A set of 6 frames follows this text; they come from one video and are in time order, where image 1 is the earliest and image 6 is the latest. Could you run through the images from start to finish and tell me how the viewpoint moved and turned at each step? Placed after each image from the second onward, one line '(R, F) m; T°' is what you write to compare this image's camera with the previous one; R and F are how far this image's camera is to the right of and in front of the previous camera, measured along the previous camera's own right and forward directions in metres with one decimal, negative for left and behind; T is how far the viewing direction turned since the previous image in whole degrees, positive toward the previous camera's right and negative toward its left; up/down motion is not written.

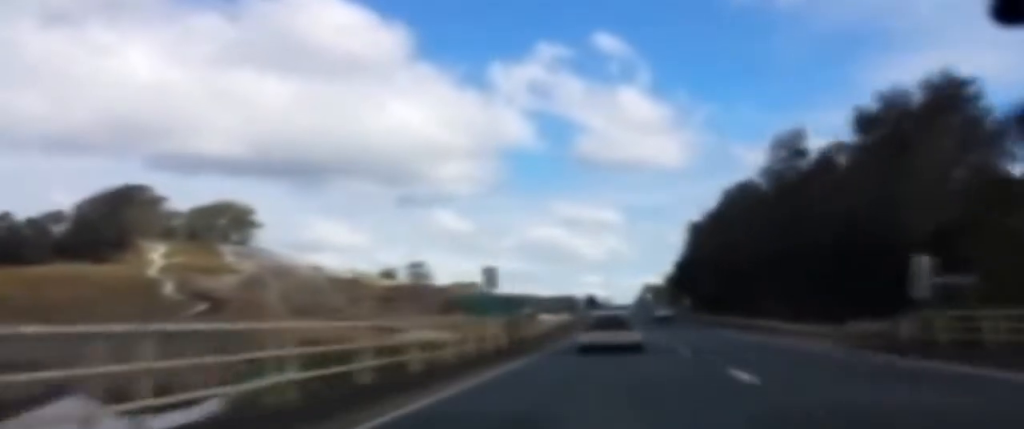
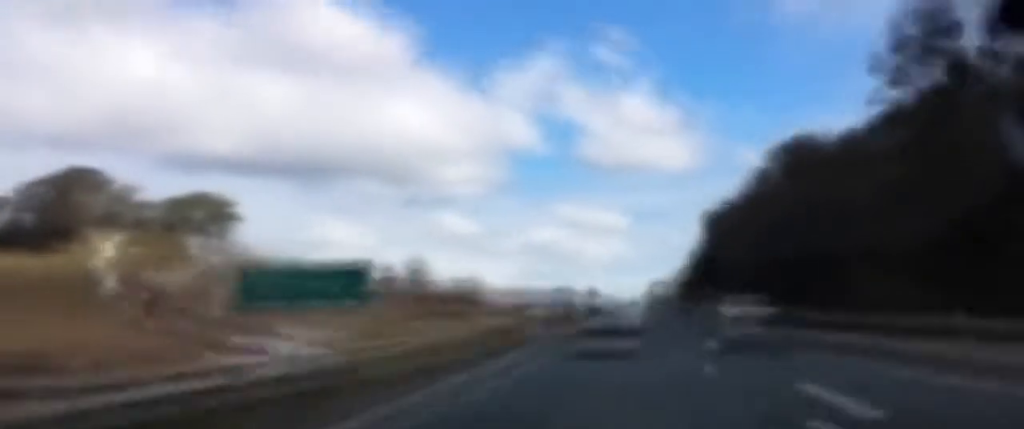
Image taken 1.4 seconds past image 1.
(0.0, +38.2) m; 0°
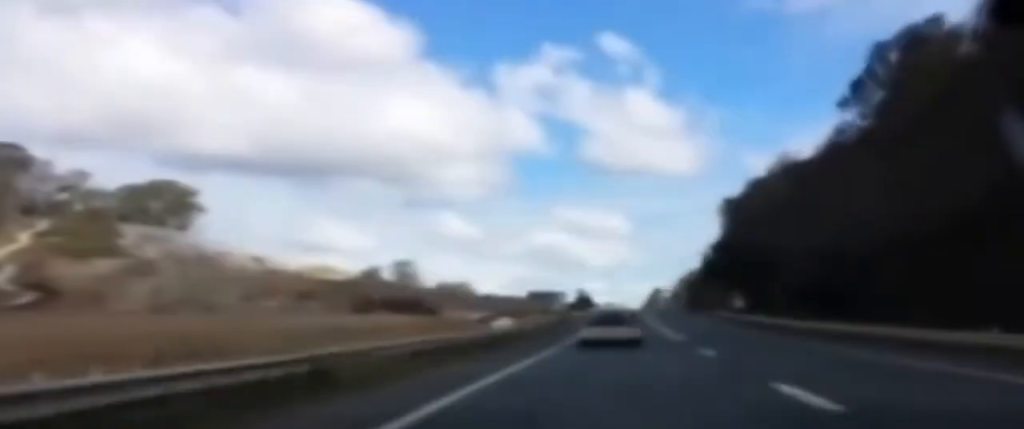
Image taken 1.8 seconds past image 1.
(+0.2, +12.4) m; 0°
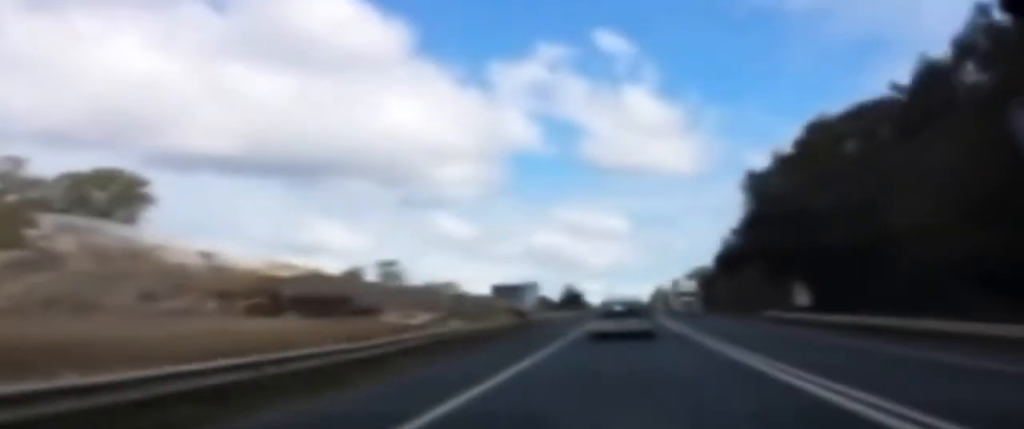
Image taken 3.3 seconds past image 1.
(-0.2, +35.7) m; 0°
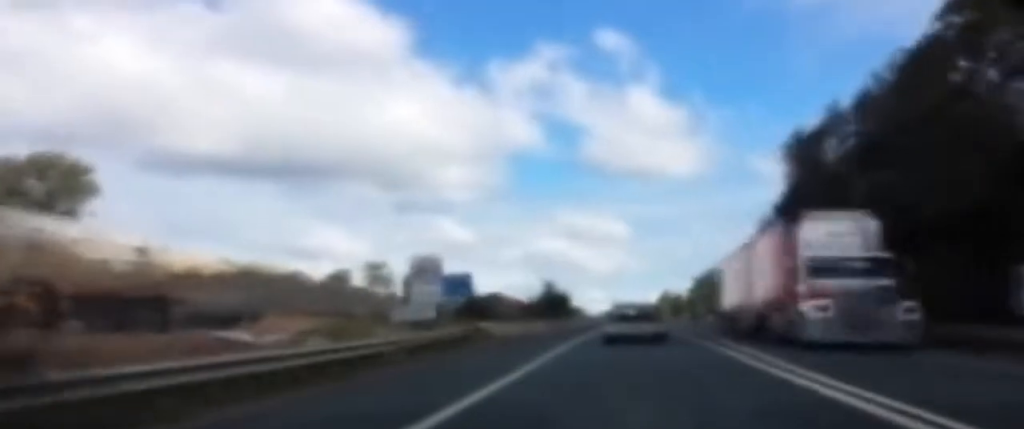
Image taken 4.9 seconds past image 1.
(+0.1, +35.5) m; 0°
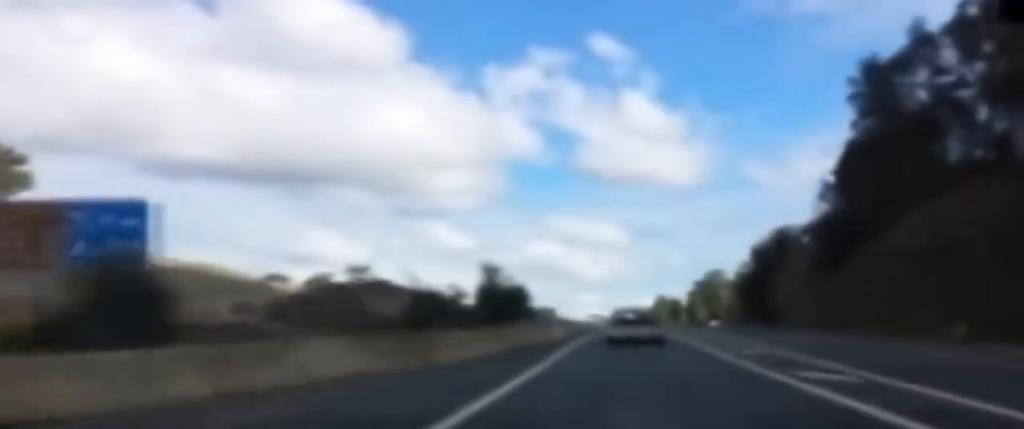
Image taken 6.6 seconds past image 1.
(+0.2, +34.4) m; +1°
